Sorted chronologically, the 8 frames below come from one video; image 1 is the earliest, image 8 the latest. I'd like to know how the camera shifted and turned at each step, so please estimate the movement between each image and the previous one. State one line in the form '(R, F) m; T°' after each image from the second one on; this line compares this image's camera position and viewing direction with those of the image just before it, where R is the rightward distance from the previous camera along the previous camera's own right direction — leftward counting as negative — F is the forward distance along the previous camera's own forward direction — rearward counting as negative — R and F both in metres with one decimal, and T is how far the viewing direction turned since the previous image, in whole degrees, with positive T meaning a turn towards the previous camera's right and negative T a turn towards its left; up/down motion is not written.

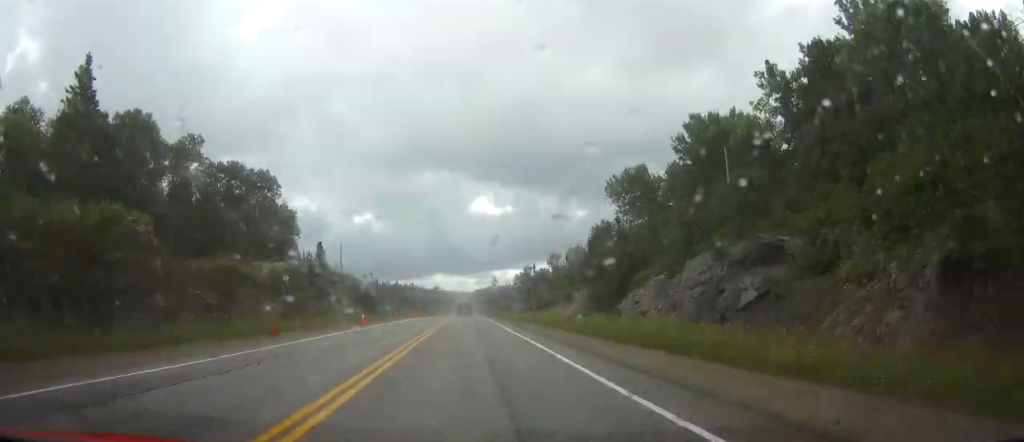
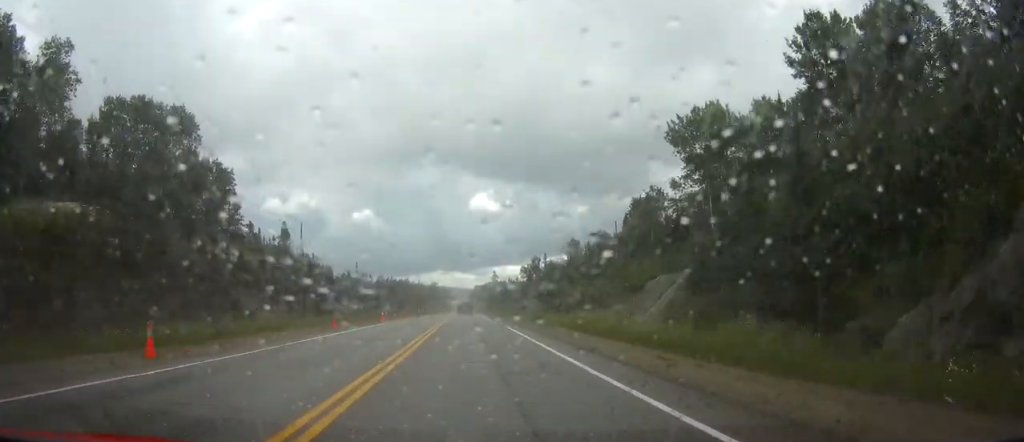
(0.0, +30.2) m; 0°
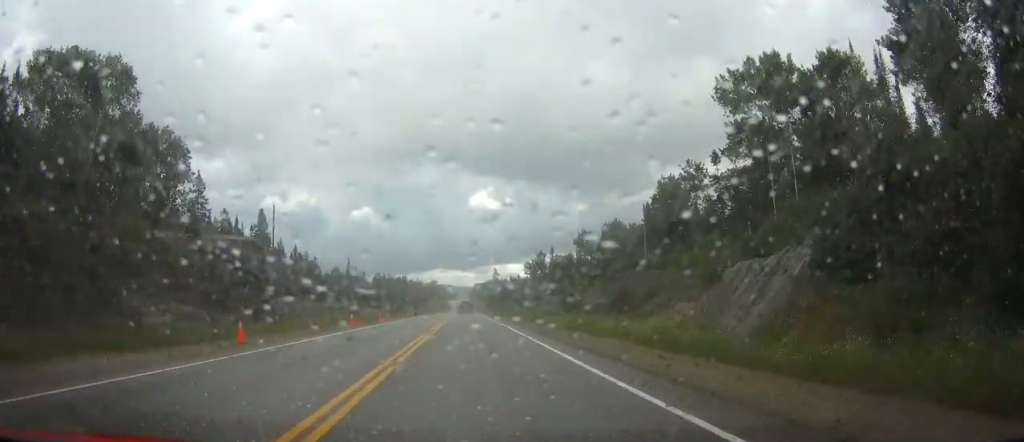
(0.0, +14.0) m; 0°
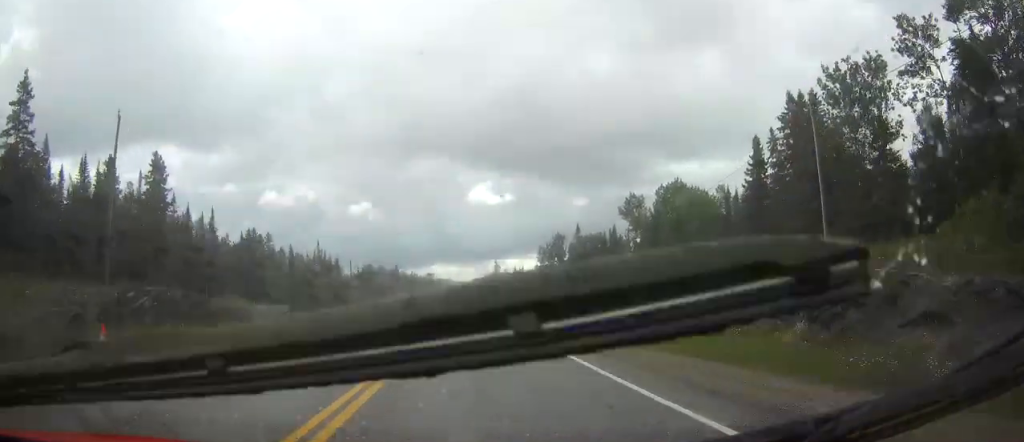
(0.0, +38.8) m; 0°
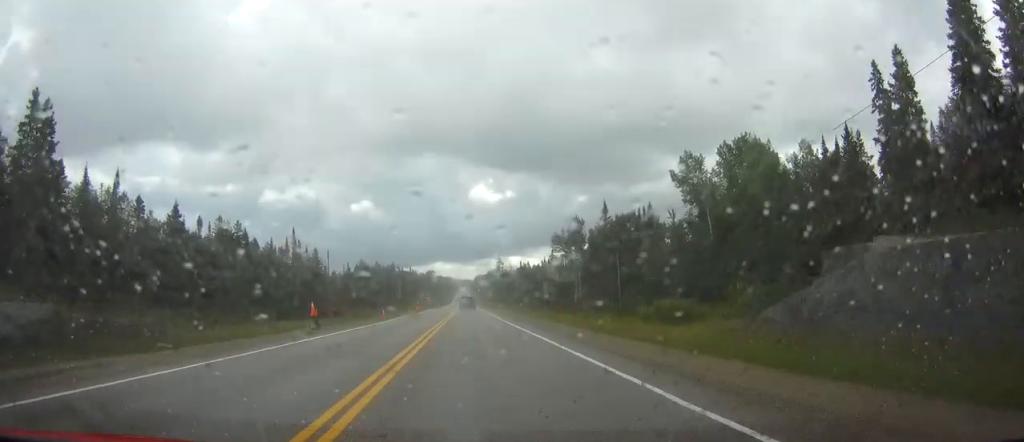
(0.0, +23.7) m; 0°
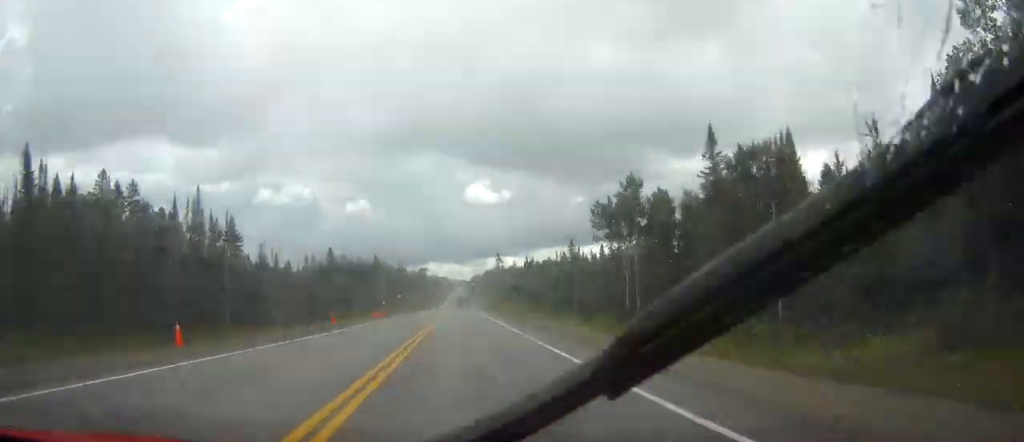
(+0.1, +47.3) m; 0°
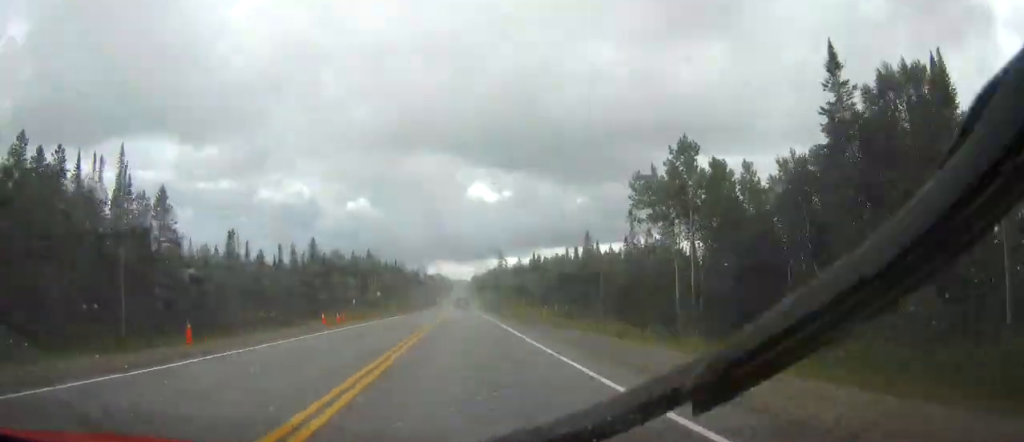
(0.0, +21.5) m; 0°
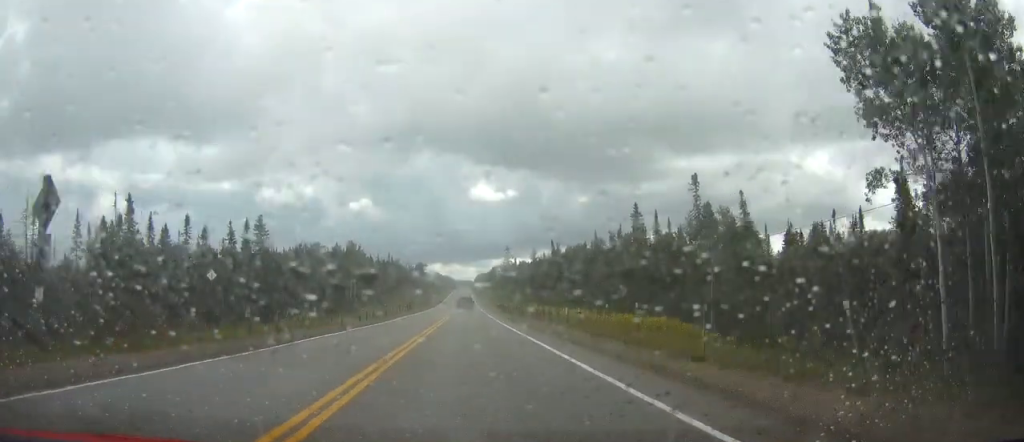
(-0.1, +42.9) m; 0°
